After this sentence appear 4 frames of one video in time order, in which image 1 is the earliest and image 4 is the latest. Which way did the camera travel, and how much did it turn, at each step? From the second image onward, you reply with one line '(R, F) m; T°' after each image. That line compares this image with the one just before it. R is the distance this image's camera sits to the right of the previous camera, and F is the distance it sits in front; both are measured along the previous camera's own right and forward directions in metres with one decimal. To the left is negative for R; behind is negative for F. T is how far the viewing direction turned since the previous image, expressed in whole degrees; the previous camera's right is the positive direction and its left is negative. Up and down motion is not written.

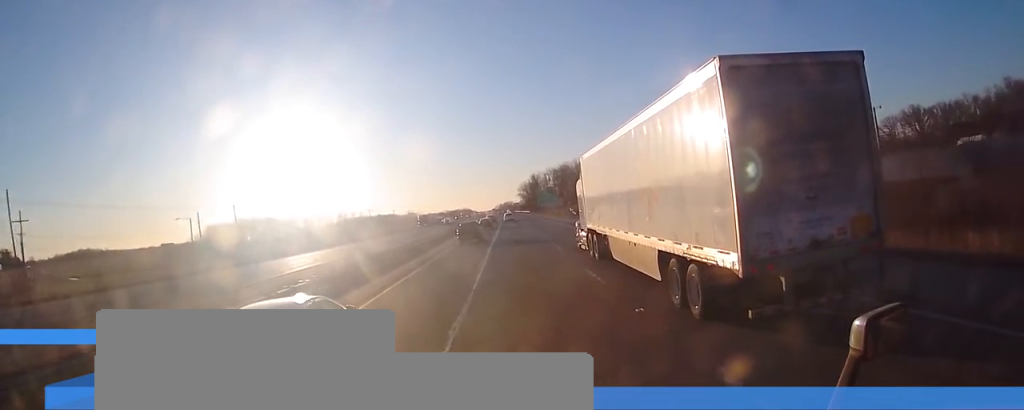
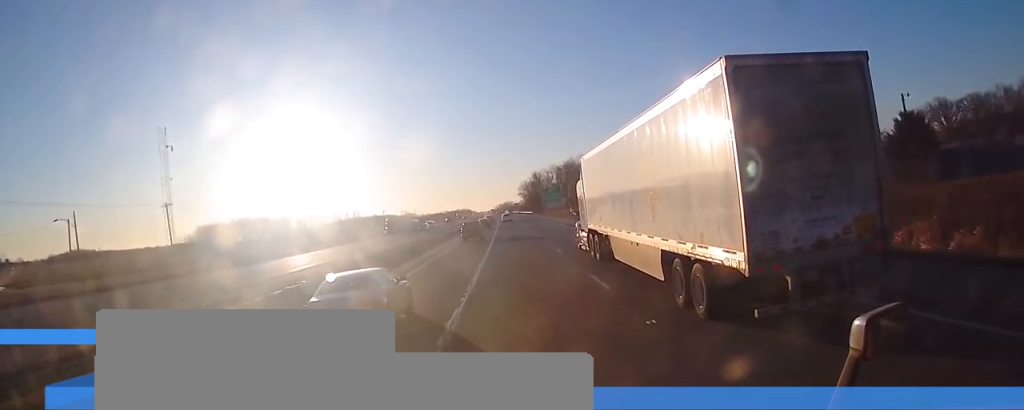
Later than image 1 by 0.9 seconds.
(0.0, +25.8) m; 0°
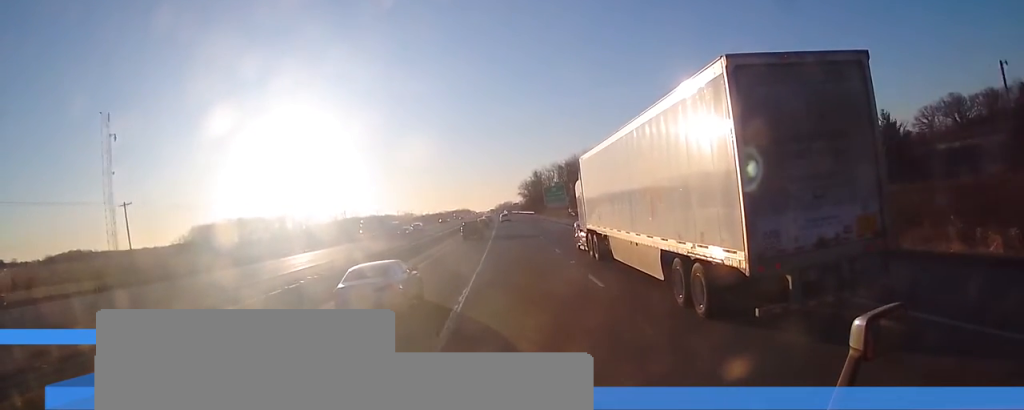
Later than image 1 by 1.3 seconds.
(0.0, +11.7) m; 0°
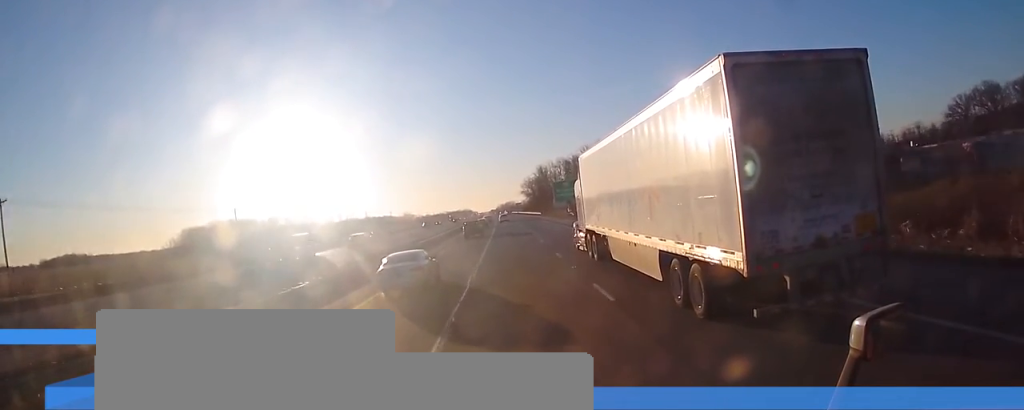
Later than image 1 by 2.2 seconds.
(+0.2, +25.9) m; +1°
